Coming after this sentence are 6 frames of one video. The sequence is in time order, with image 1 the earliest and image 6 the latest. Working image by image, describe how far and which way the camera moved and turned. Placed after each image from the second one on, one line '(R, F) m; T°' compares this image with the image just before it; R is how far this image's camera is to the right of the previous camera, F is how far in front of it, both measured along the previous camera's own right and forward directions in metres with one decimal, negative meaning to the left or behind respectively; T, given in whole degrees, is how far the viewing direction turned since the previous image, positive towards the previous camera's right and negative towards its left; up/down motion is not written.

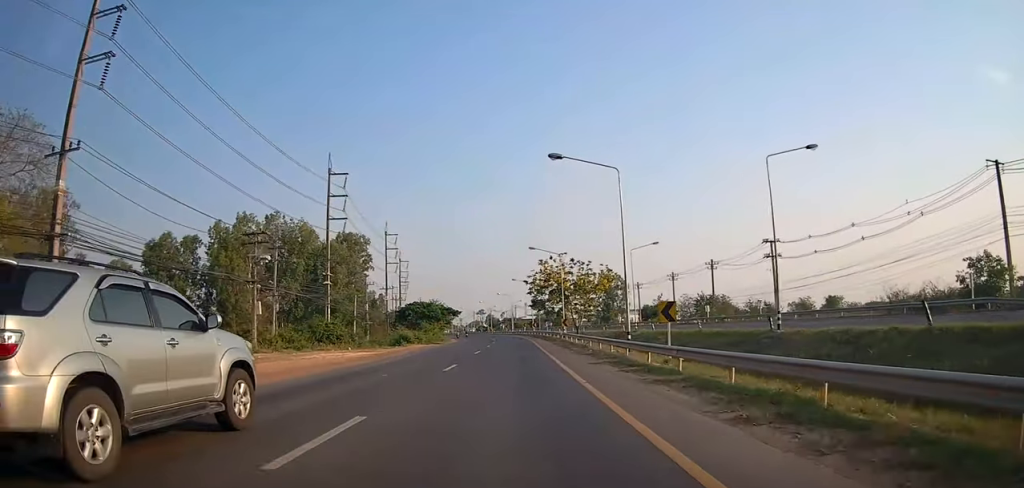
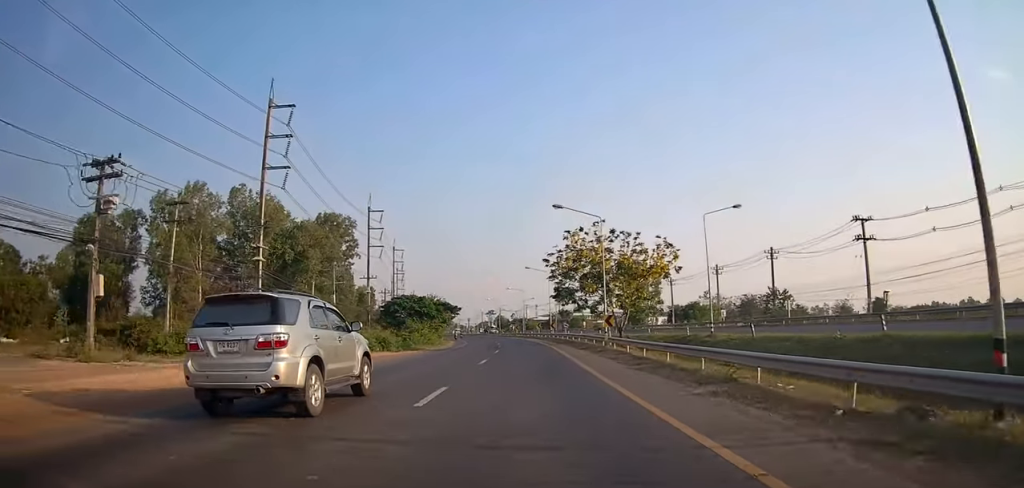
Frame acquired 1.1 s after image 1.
(-0.4, +20.4) m; -3°
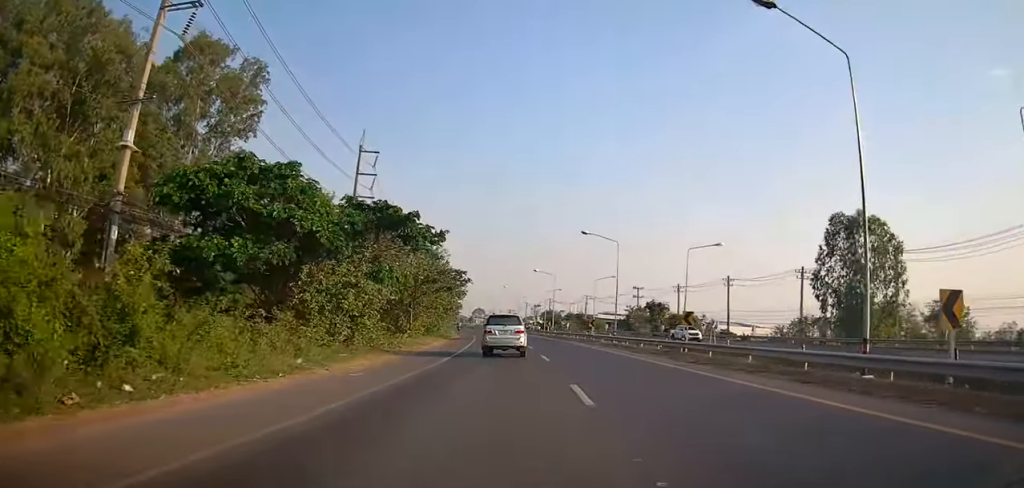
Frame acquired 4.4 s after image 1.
(-1.6, +61.3) m; -4°
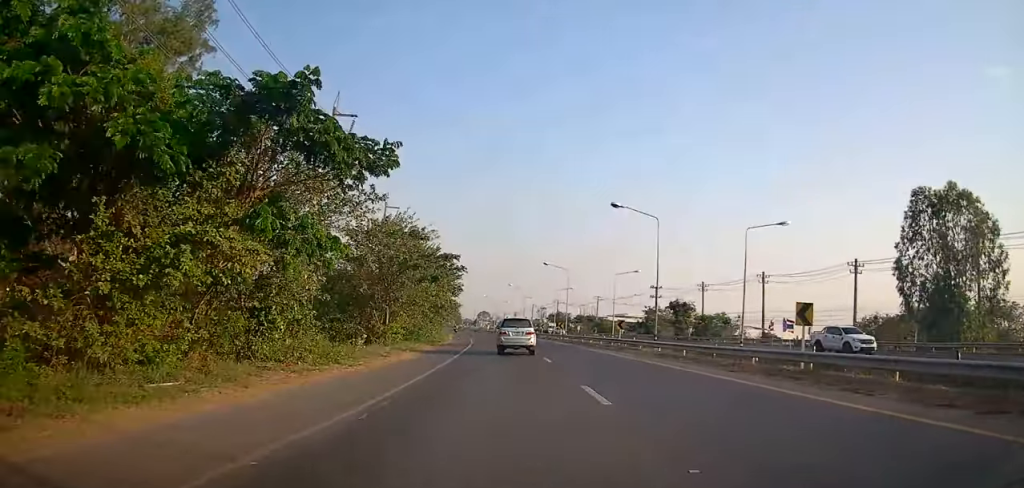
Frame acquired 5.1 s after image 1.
(0.0, +11.9) m; -2°
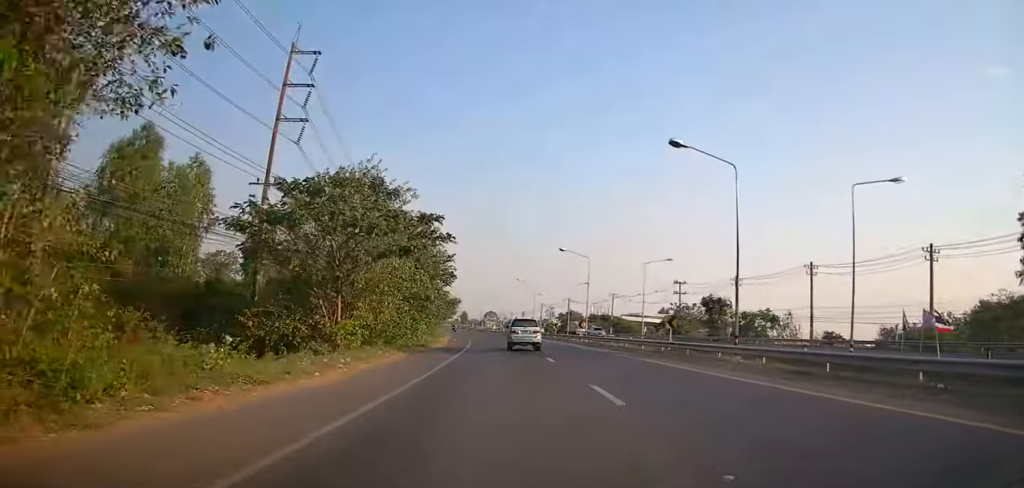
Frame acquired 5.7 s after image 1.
(-0.2, +12.5) m; -1°
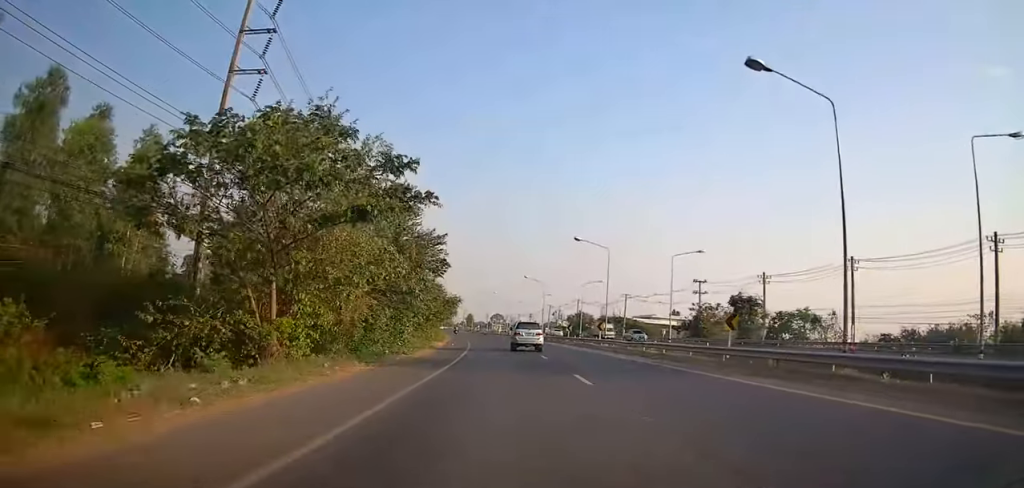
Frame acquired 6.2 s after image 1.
(-0.4, +8.3) m; 0°
